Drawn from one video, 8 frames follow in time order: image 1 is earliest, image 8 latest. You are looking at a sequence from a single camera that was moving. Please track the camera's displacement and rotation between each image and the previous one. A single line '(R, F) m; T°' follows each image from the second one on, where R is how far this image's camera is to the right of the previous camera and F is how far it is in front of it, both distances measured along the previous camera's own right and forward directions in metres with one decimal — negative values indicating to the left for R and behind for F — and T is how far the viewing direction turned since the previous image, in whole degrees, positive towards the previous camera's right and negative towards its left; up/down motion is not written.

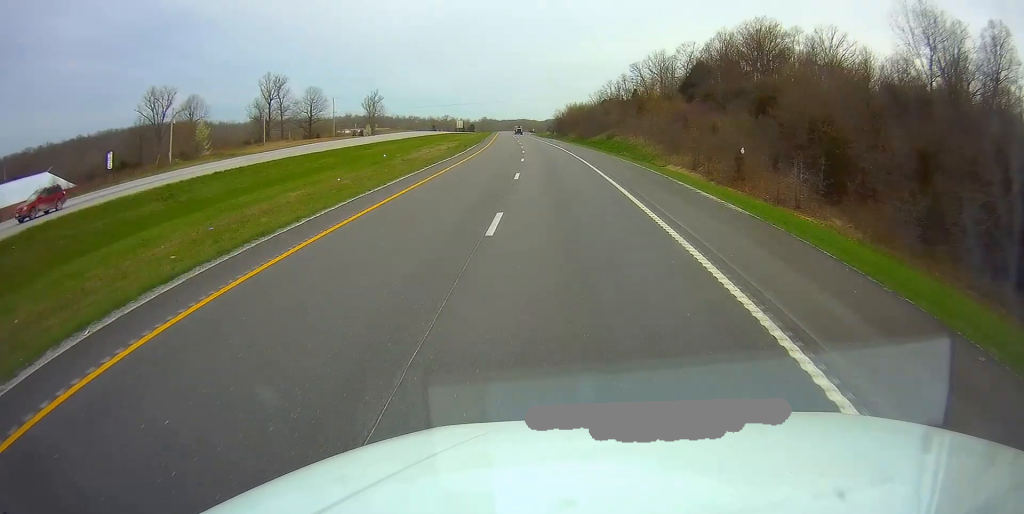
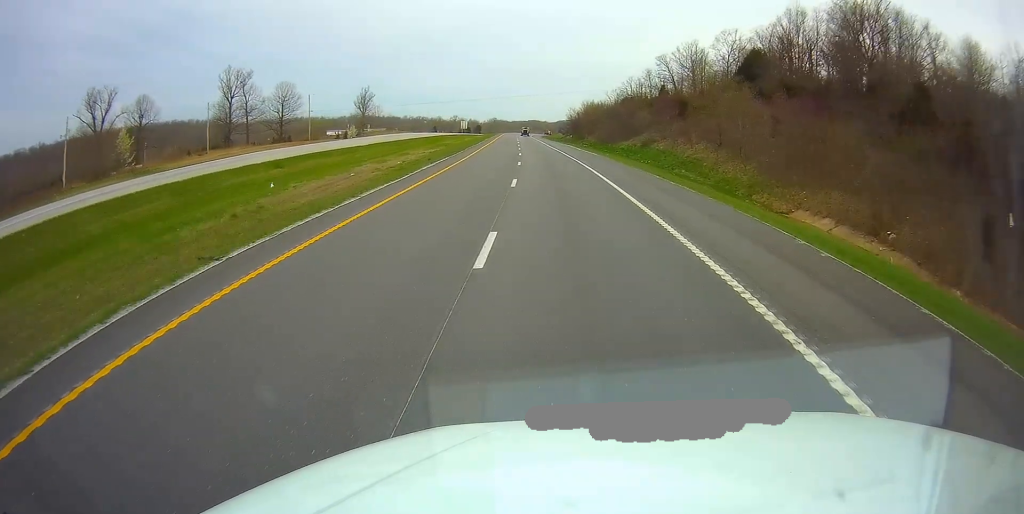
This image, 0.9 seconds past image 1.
(0.0, +26.8) m; -1°
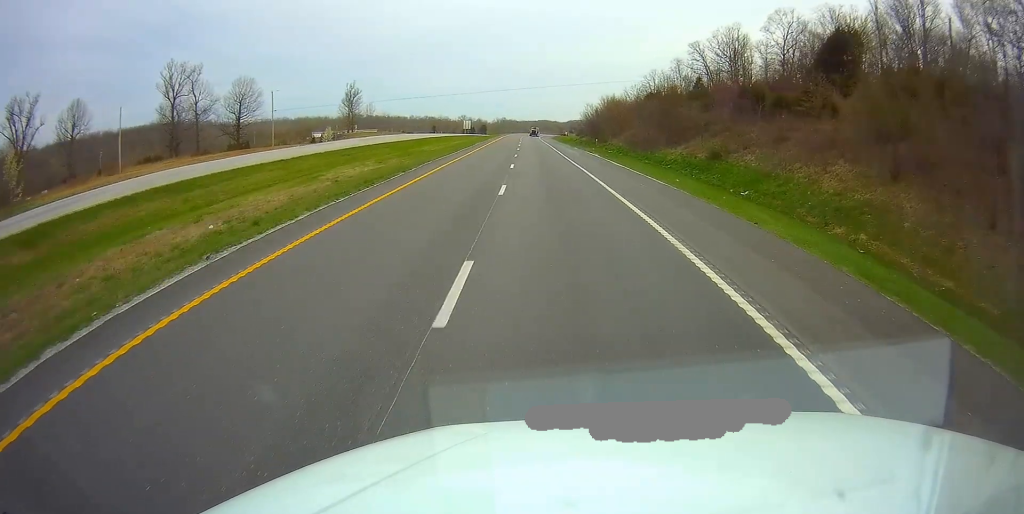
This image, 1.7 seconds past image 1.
(-0.5, +26.7) m; -1°
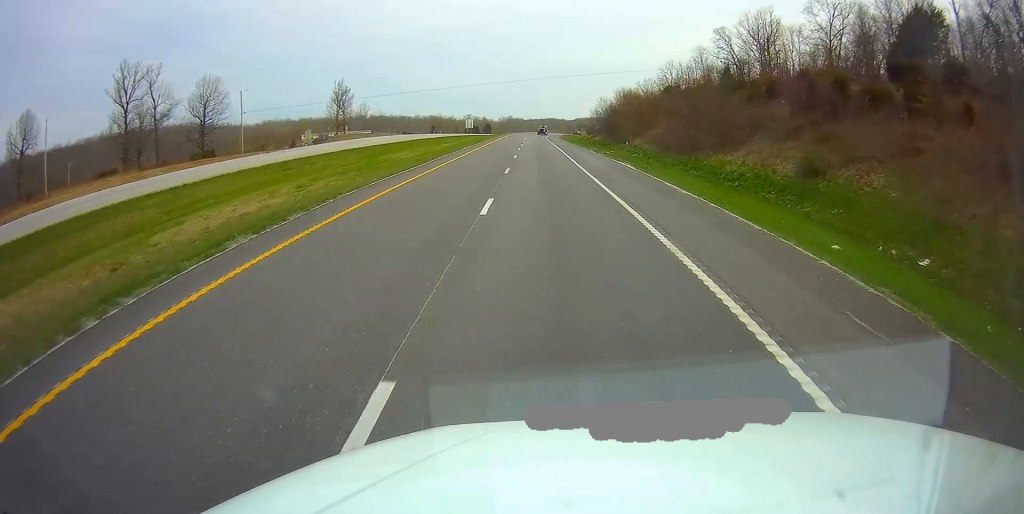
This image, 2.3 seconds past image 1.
(-0.1, +16.6) m; -1°
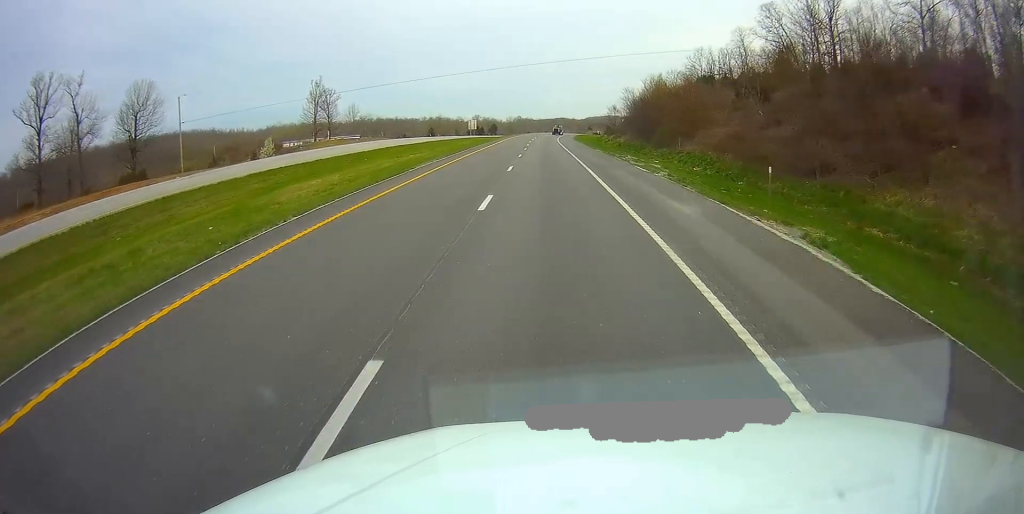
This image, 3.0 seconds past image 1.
(-0.1, +23.8) m; 0°
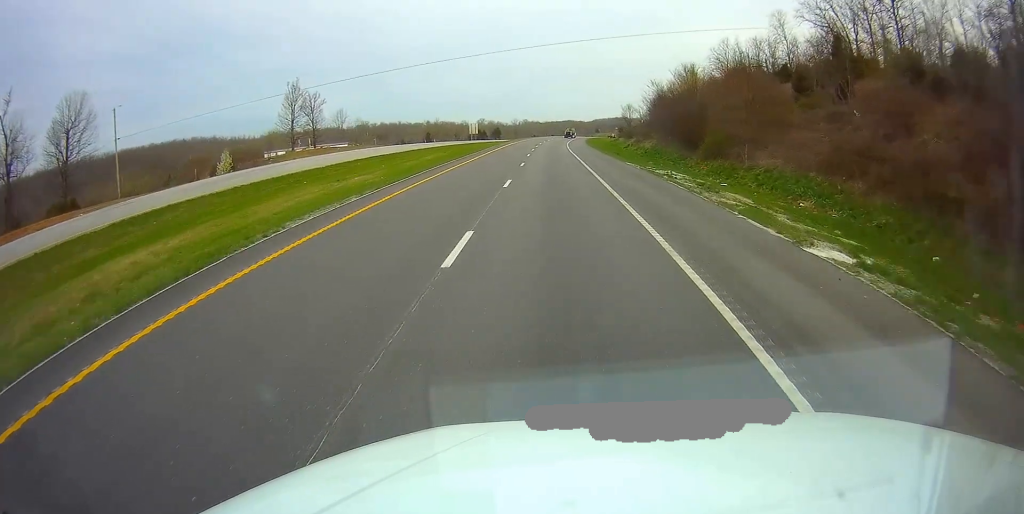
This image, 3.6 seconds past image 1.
(-0.2, +17.6) m; 0°
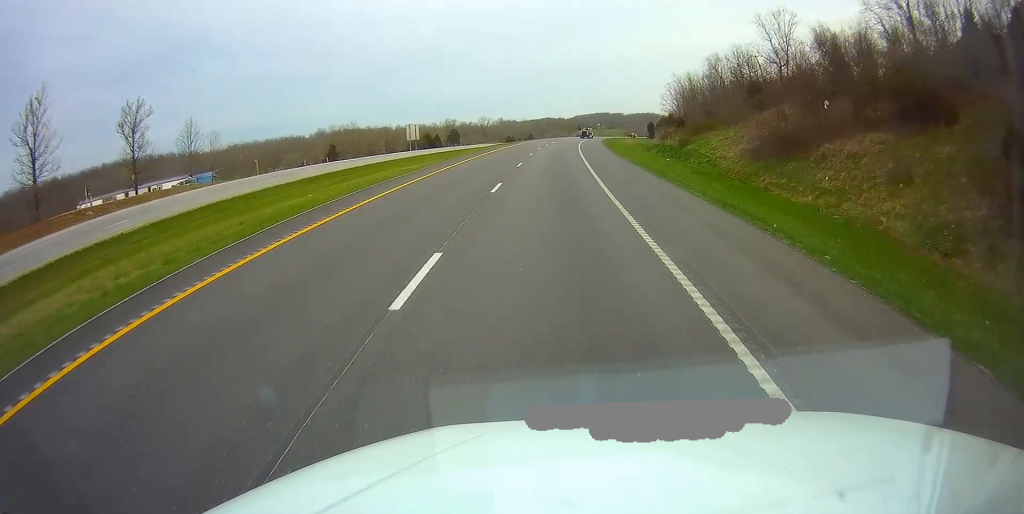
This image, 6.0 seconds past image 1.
(+1.8, +74.6) m; +3°
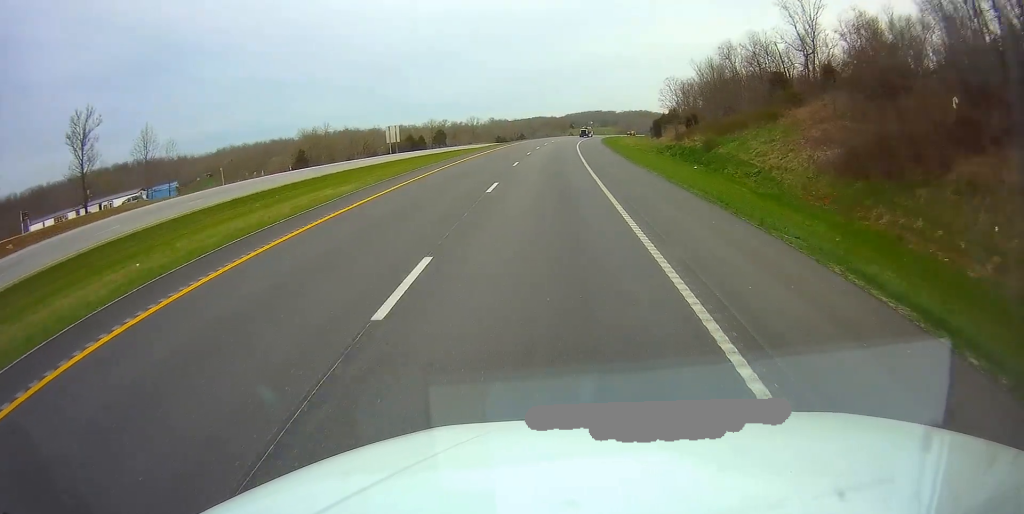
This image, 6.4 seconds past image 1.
(+0.1, +12.5) m; +1°
